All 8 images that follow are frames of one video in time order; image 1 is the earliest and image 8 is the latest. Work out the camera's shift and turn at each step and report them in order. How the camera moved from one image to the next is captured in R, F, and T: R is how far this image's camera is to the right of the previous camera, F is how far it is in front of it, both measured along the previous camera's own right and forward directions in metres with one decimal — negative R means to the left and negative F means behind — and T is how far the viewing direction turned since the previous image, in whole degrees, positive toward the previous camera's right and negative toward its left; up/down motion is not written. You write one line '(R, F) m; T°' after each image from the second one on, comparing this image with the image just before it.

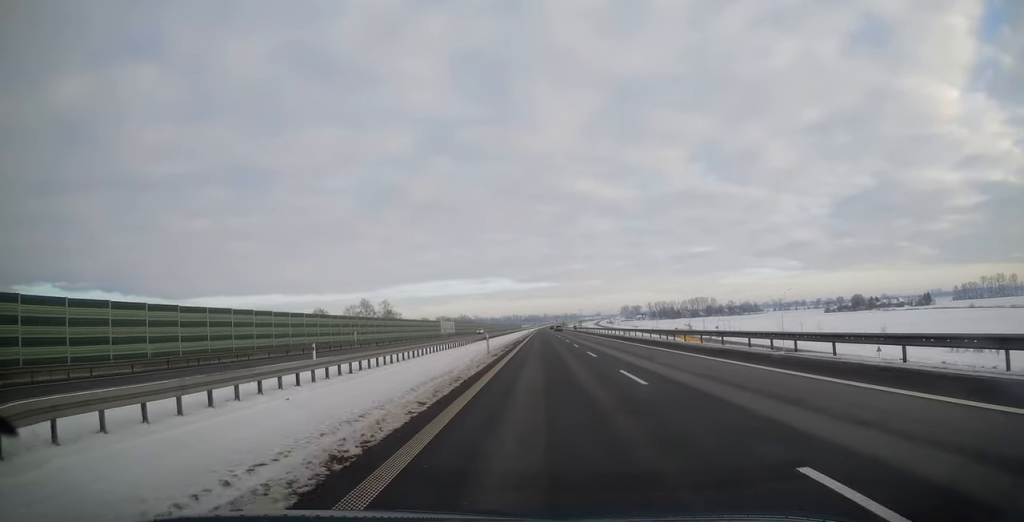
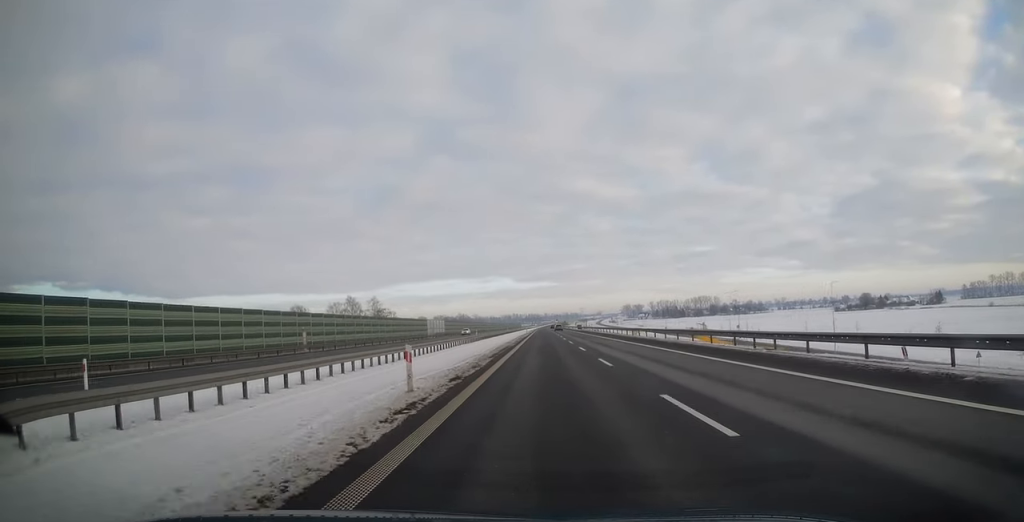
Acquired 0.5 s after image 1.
(0.0, +17.7) m; 0°
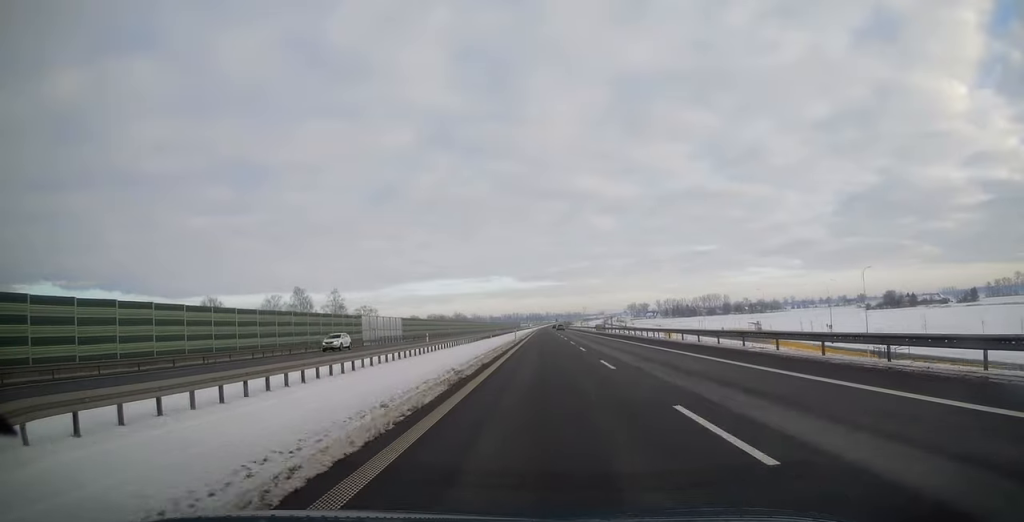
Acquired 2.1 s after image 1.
(+0.1, +49.1) m; 0°
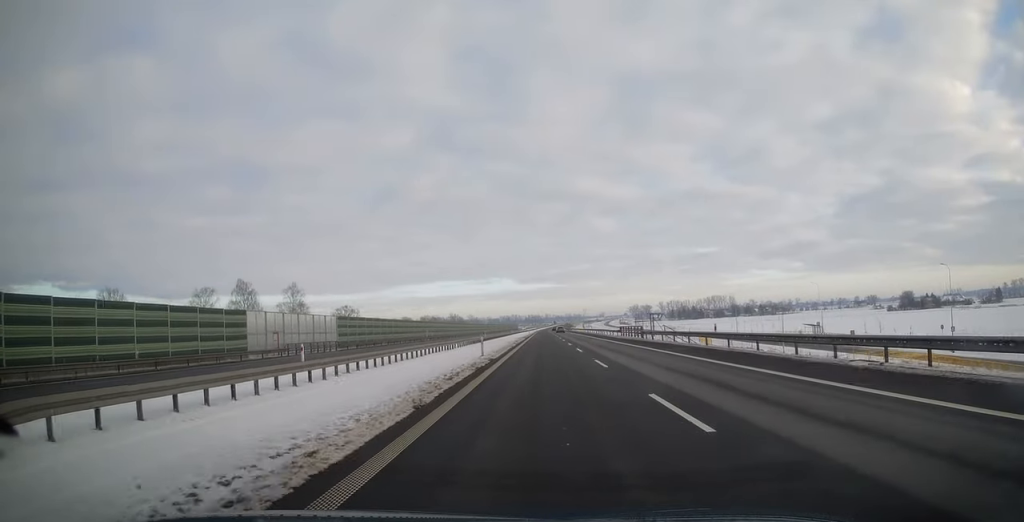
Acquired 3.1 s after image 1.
(-0.3, +34.0) m; 0°
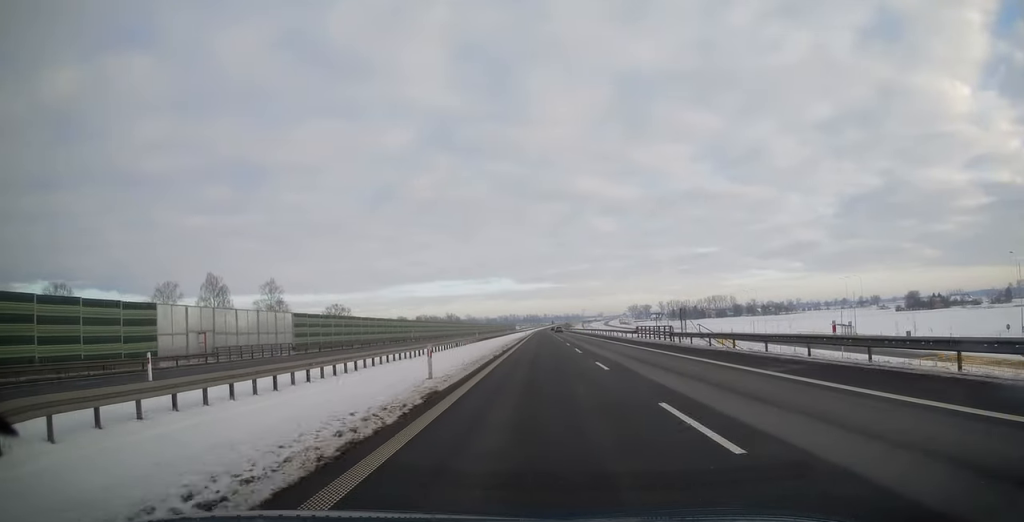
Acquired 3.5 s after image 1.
(0.0, +13.1) m; 0°
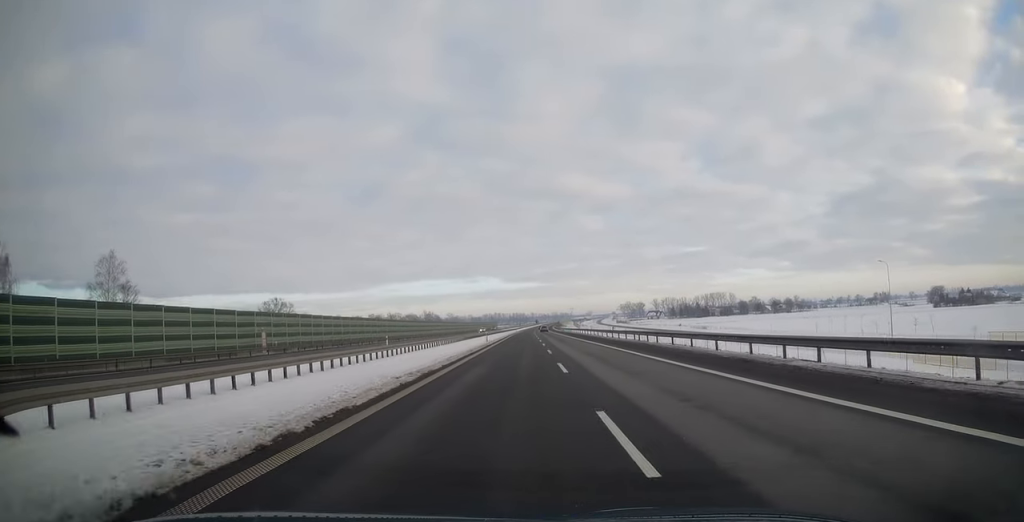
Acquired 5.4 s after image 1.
(+0.9, +59.8) m; +1°
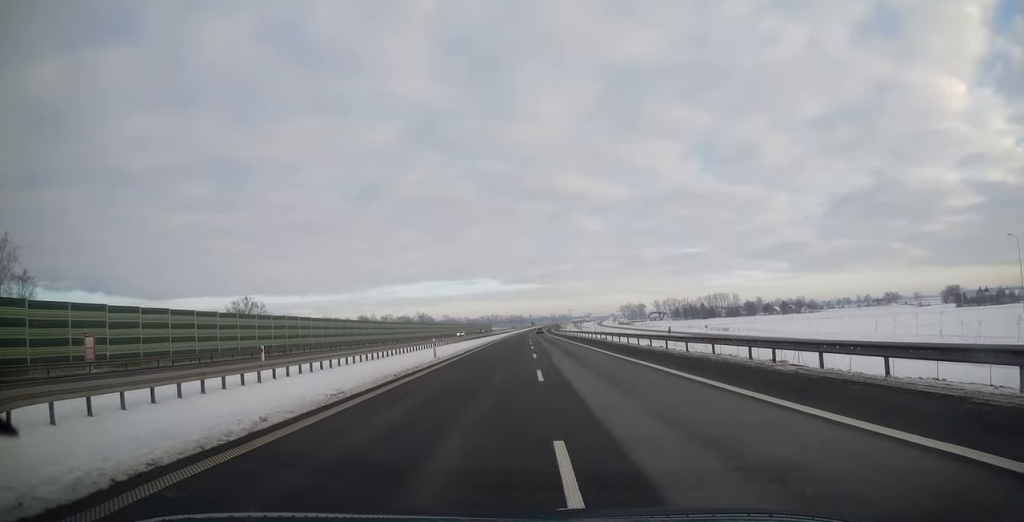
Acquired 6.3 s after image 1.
(0.0, +25.8) m; 0°
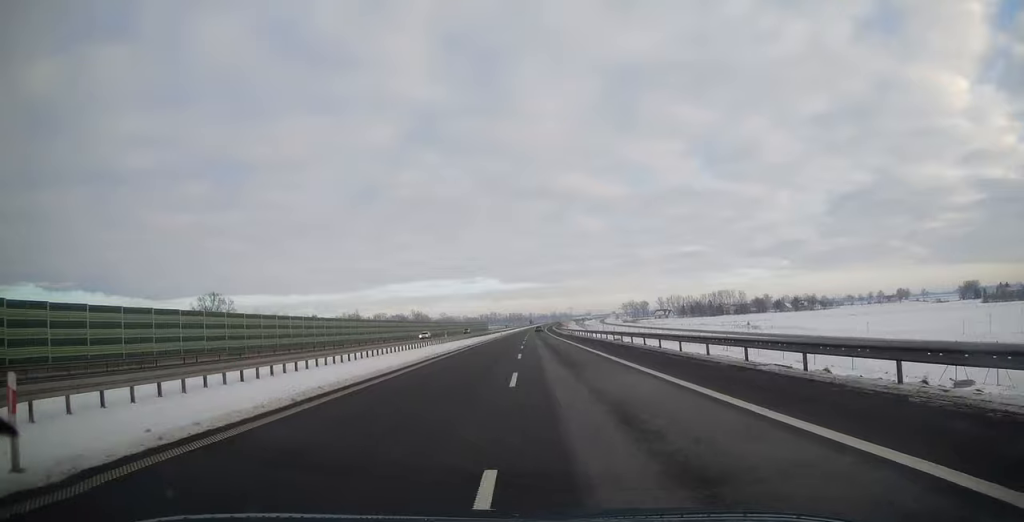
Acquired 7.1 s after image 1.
(0.0, +25.3) m; 0°
